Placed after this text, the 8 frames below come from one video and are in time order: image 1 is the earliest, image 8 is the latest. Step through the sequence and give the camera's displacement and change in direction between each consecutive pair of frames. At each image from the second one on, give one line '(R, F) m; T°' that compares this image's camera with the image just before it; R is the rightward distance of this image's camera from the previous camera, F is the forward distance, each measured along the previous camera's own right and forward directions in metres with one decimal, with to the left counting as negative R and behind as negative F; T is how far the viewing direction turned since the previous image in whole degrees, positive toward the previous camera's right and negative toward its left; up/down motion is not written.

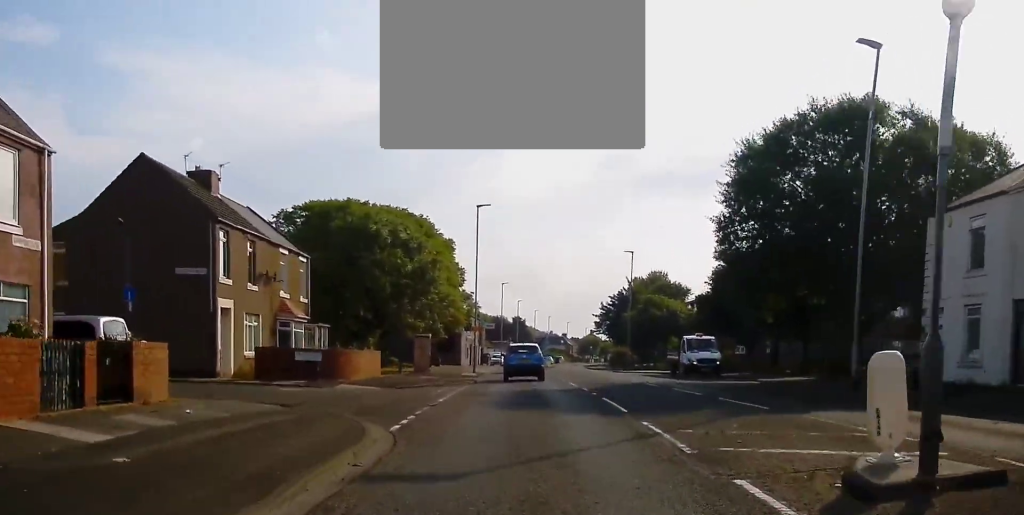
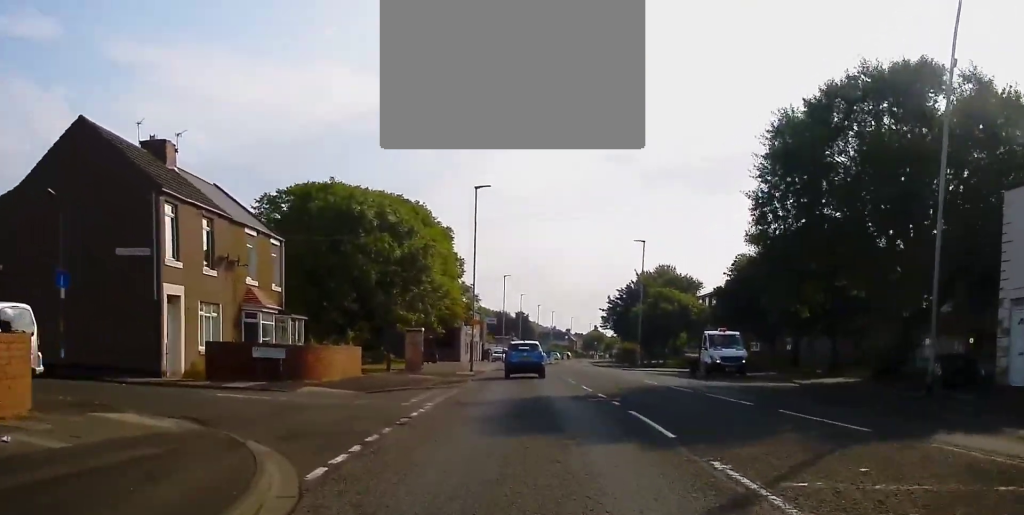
(-0.1, +4.6) m; -1°
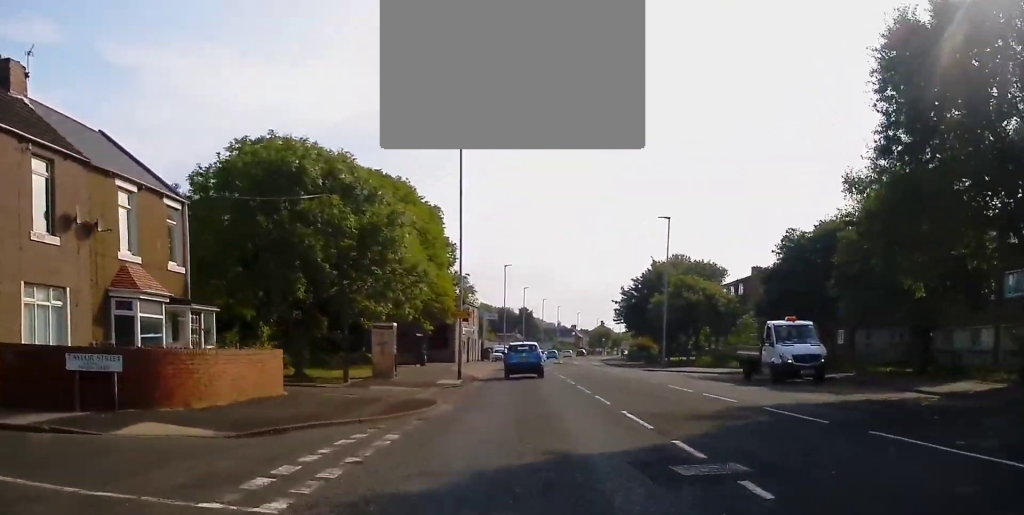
(0.0, +9.8) m; +3°
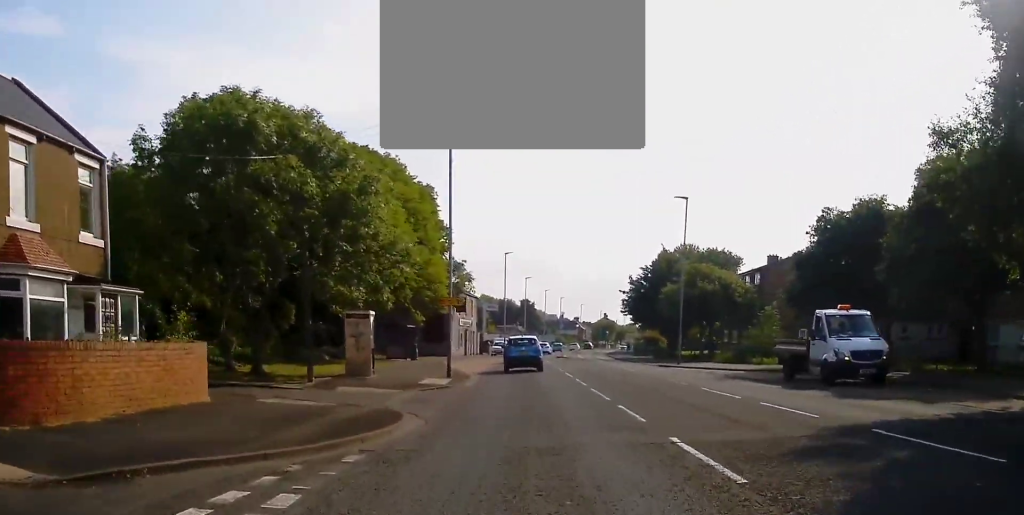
(+0.2, +5.2) m; 0°
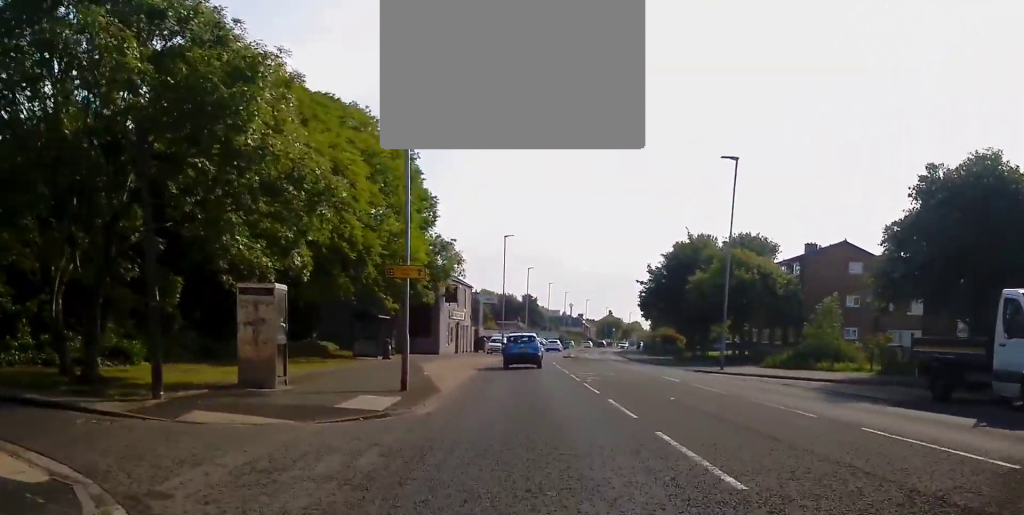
(+0.2, +10.5) m; -1°
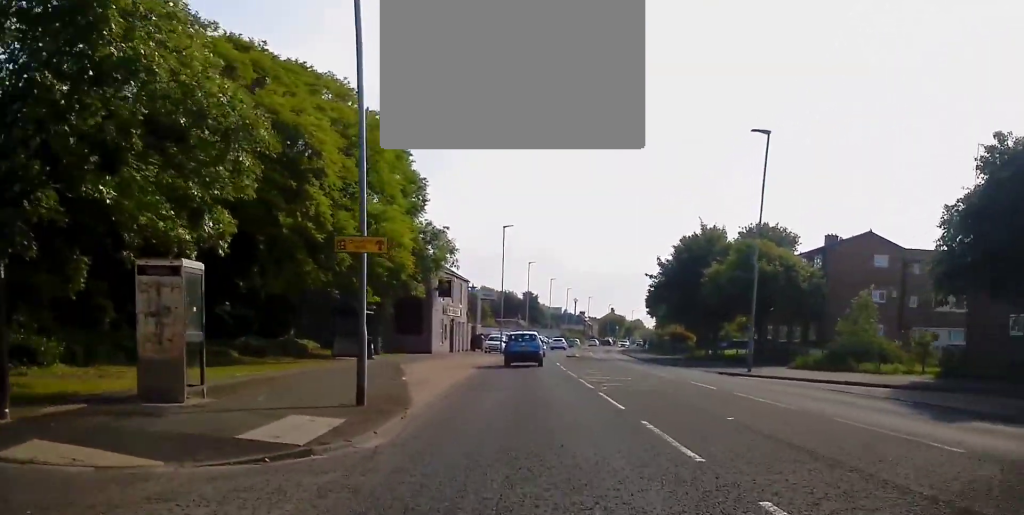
(-0.2, +4.9) m; -1°
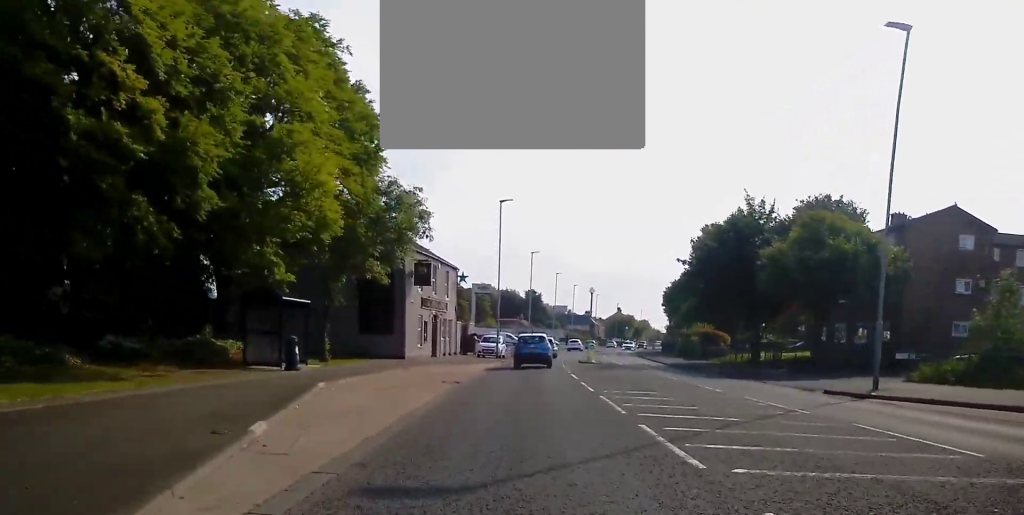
(-0.1, +12.5) m; 0°
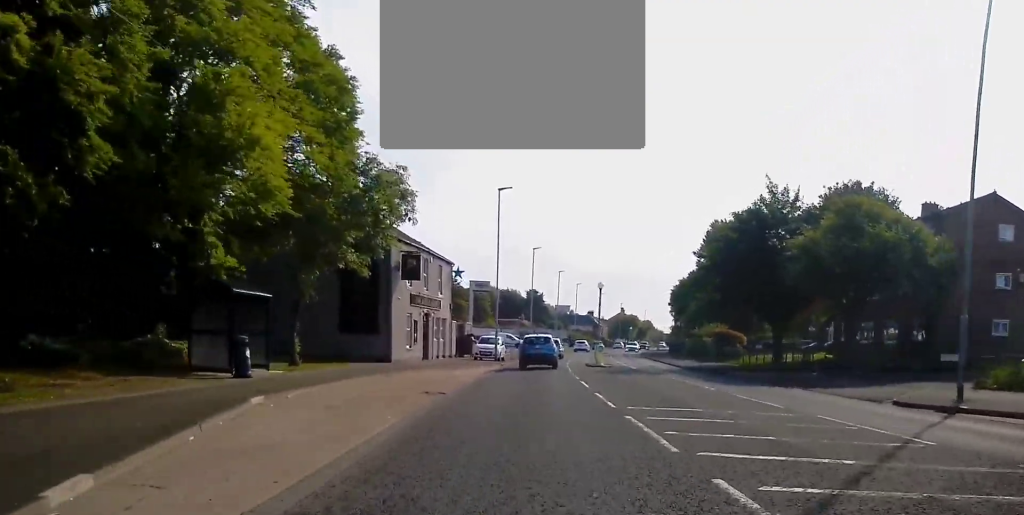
(0.0, +4.6) m; 0°
